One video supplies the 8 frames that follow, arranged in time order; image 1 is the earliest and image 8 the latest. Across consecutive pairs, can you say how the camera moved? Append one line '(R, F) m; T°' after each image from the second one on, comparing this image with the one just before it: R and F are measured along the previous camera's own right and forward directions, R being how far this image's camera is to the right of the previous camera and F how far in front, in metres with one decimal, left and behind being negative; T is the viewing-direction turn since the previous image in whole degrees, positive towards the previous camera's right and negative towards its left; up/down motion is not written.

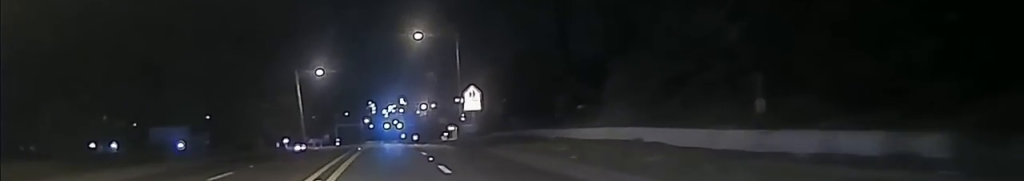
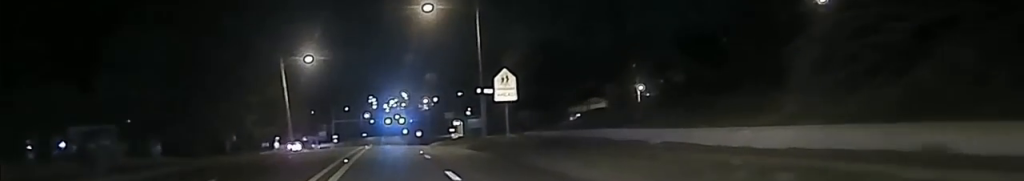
(-0.1, +15.6) m; 0°
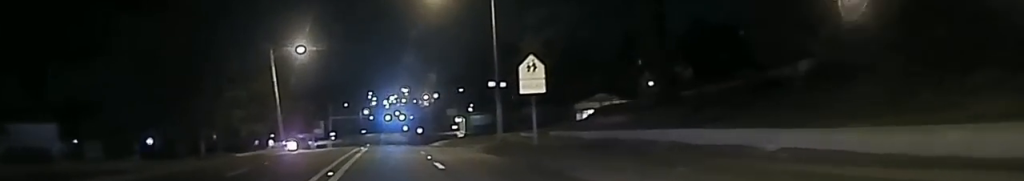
(-0.1, +7.9) m; 0°
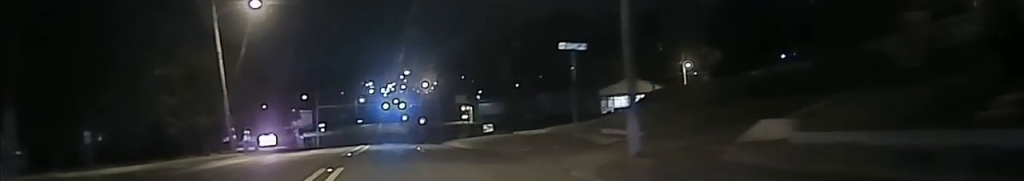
(+0.5, +25.9) m; +2°
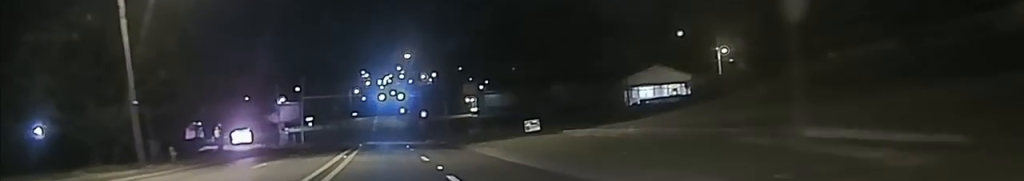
(+0.1, +19.1) m; 0°
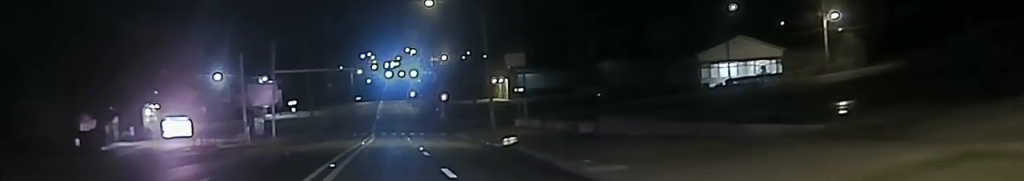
(-0.1, +33.7) m; 0°
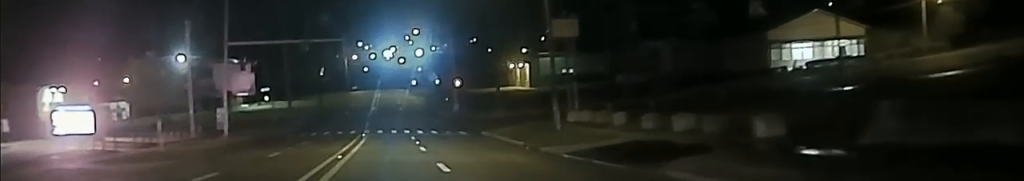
(0.0, +22.7) m; 0°
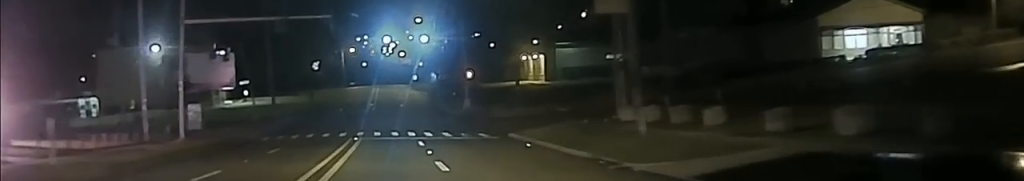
(0.0, +11.5) m; 0°
